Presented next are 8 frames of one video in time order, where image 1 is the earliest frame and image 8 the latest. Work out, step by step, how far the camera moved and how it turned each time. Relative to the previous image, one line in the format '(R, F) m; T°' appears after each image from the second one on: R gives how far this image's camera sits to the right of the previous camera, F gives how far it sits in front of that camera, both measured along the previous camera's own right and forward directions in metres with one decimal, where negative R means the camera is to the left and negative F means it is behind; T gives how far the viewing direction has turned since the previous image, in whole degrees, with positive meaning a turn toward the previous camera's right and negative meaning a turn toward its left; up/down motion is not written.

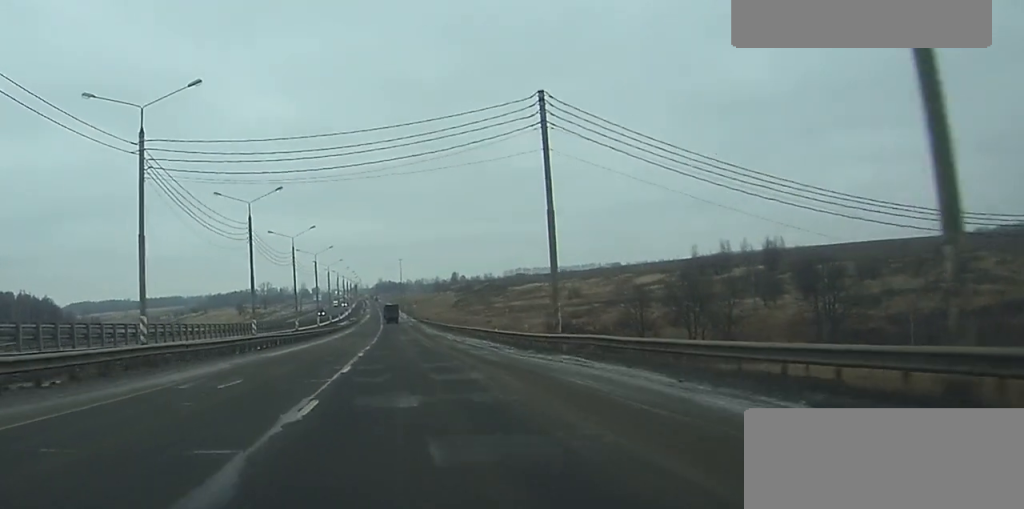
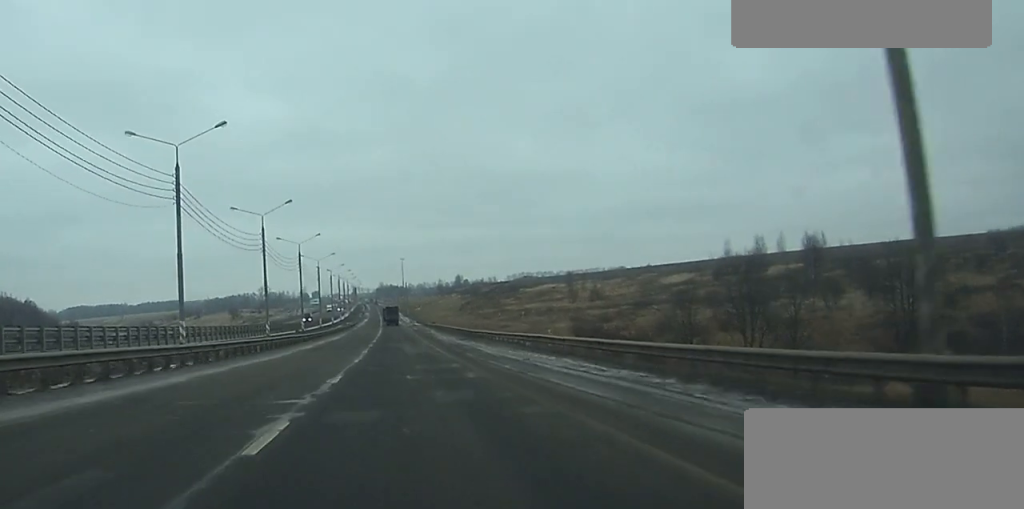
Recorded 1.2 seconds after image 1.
(0.0, +27.0) m; 0°
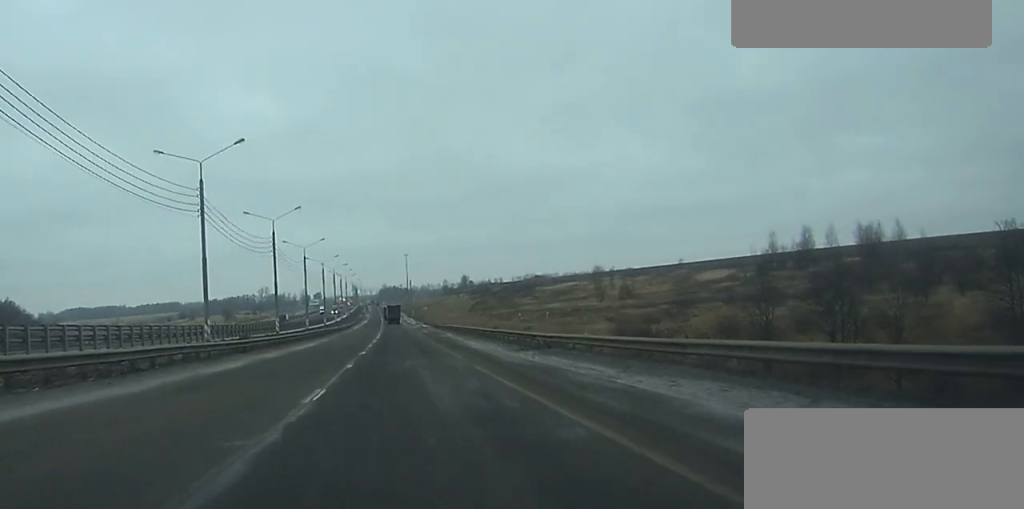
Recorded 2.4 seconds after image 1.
(-0.1, +29.1) m; 0°
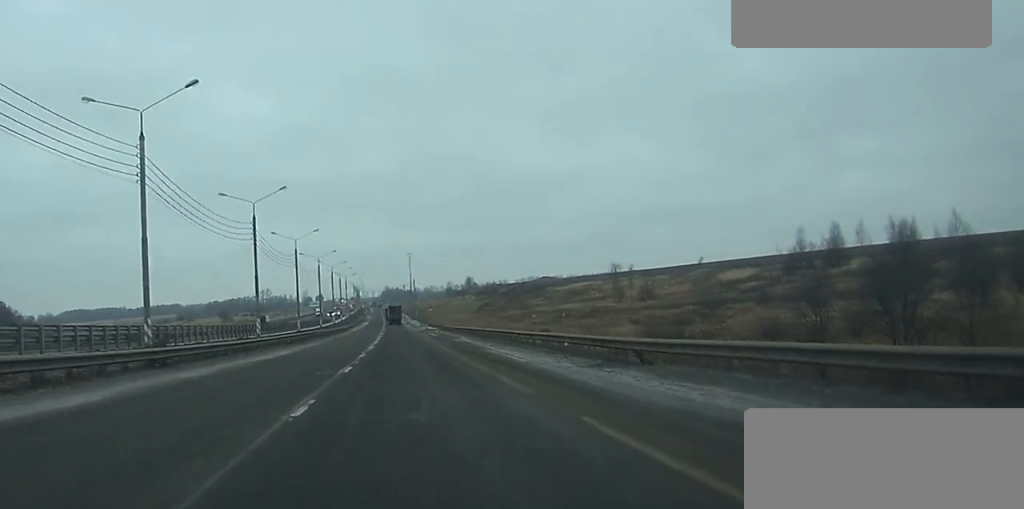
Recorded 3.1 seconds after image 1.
(0.0, +14.5) m; 0°
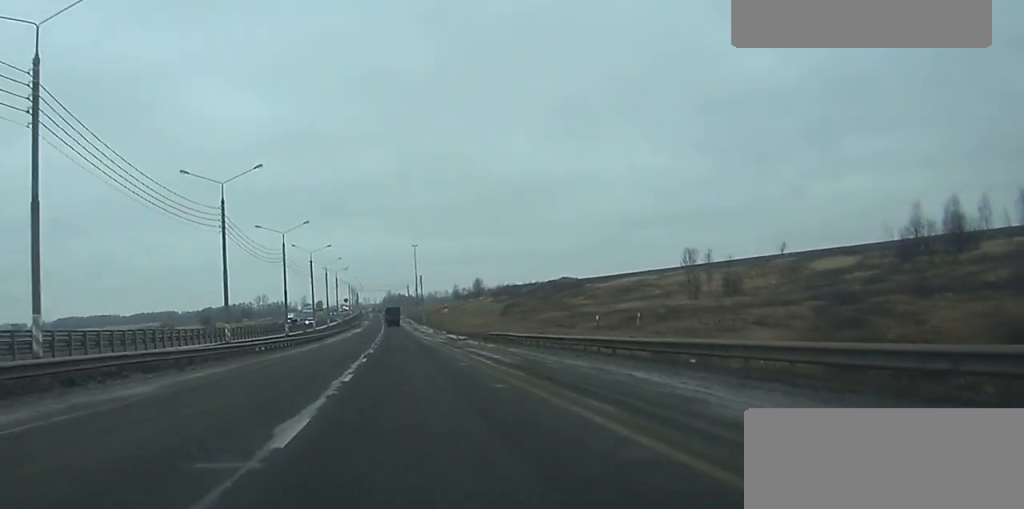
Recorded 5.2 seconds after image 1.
(-0.1, +49.6) m; 0°
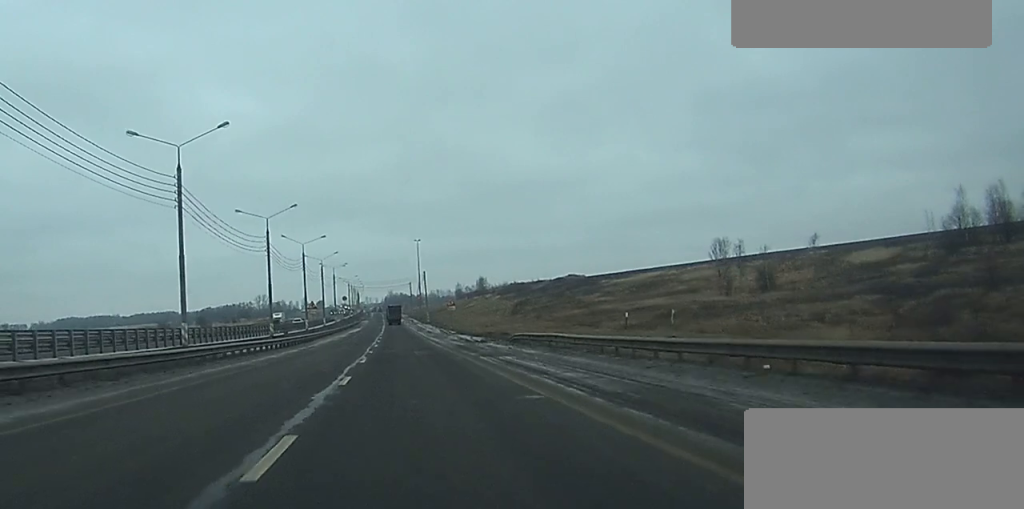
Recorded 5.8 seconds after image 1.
(0.0, +13.8) m; 0°
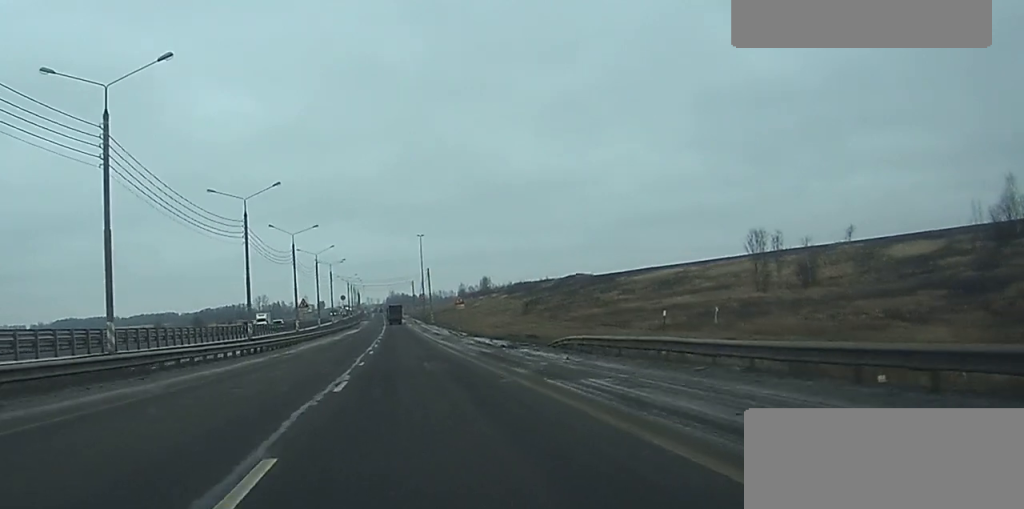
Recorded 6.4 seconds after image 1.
(-0.1, +13.8) m; 0°
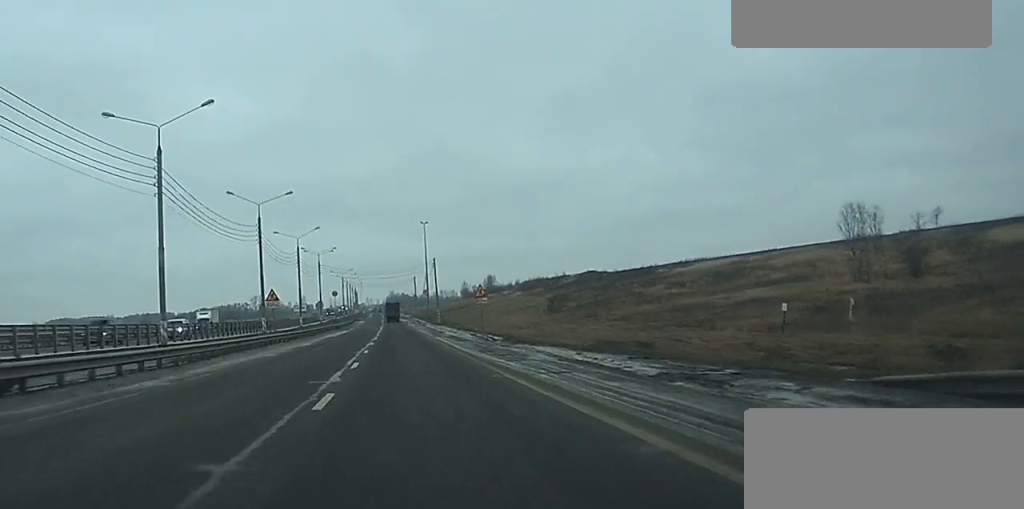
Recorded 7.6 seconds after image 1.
(-0.1, +27.8) m; 0°
